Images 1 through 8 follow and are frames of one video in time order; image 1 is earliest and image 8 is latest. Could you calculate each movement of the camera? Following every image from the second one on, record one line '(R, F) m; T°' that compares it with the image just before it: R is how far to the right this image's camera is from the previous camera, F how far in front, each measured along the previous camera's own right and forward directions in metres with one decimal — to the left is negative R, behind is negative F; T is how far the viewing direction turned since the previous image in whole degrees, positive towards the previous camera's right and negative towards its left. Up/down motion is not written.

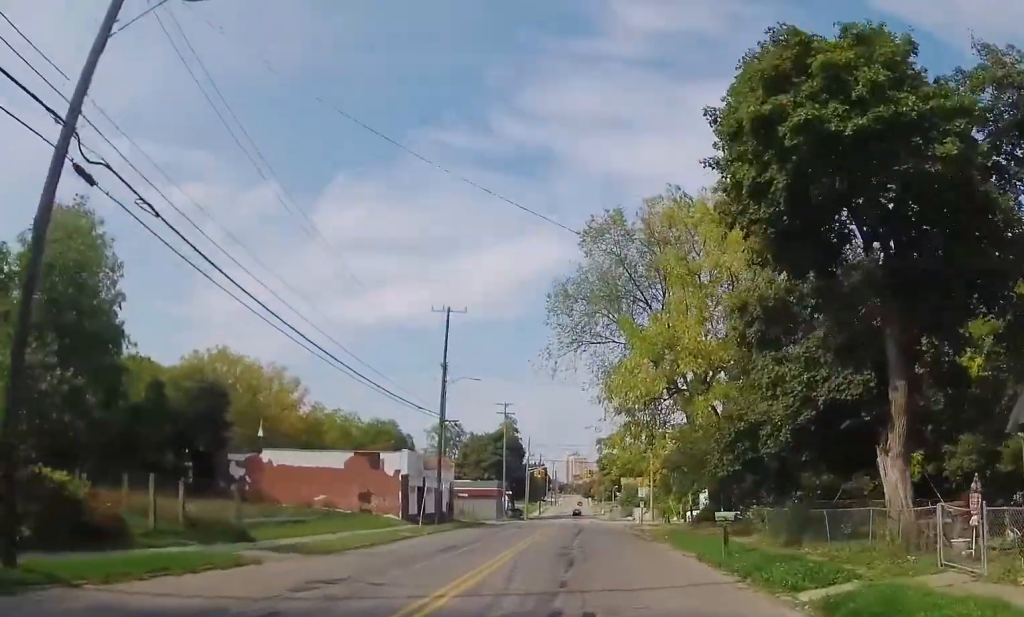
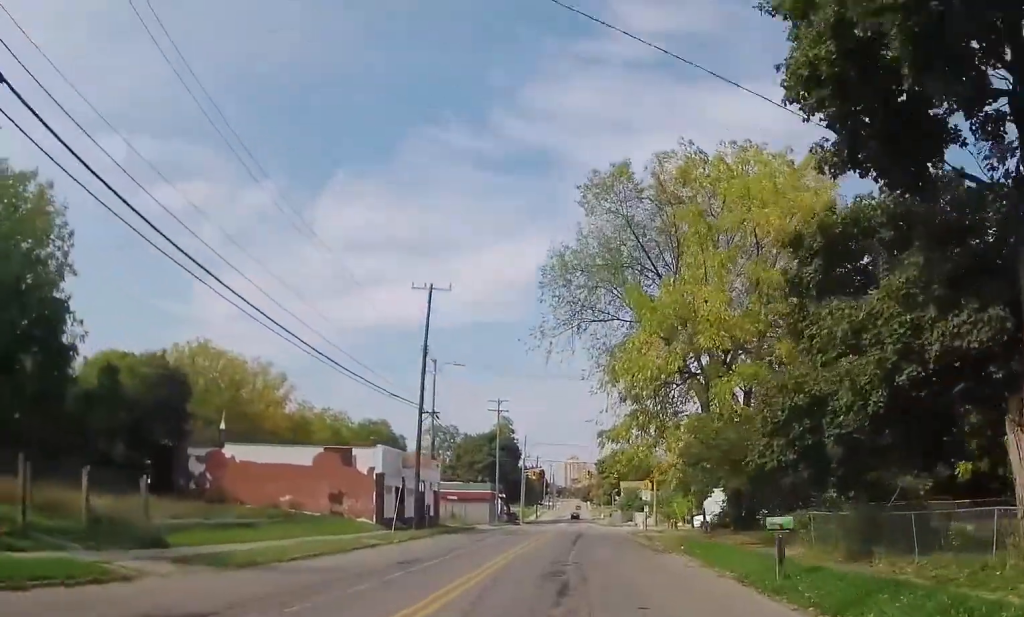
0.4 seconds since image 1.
(+0.3, +5.5) m; +1°
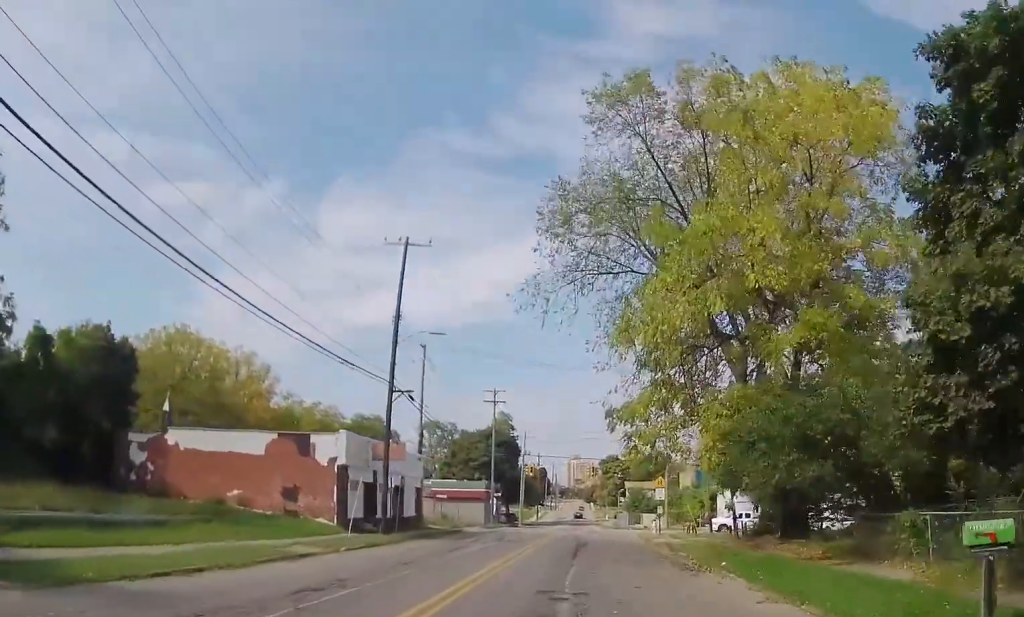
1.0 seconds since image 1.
(-0.3, +7.3) m; -1°
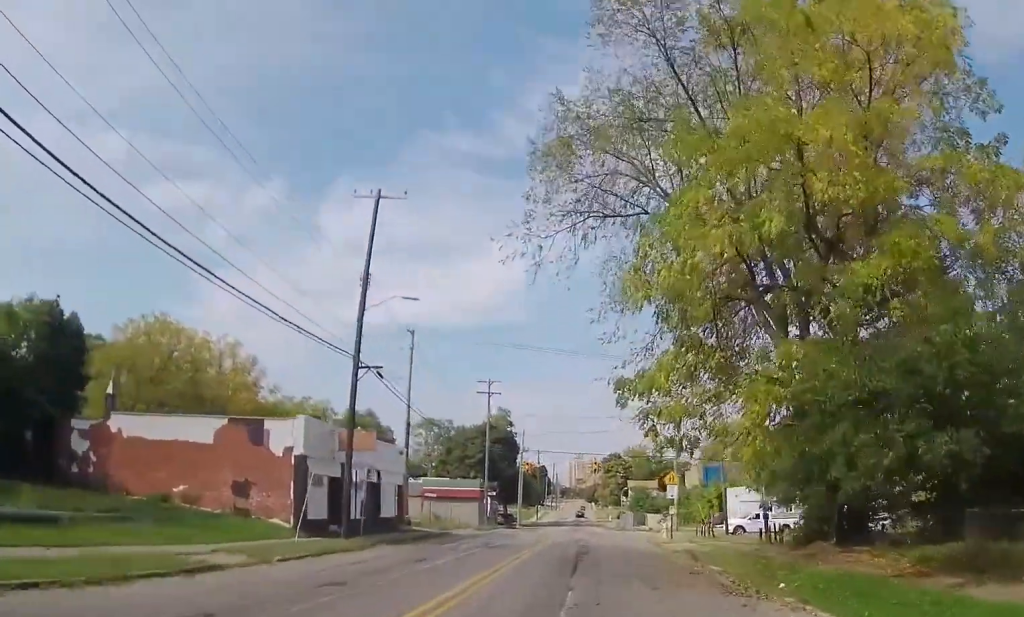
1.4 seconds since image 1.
(-0.1, +5.6) m; -1°
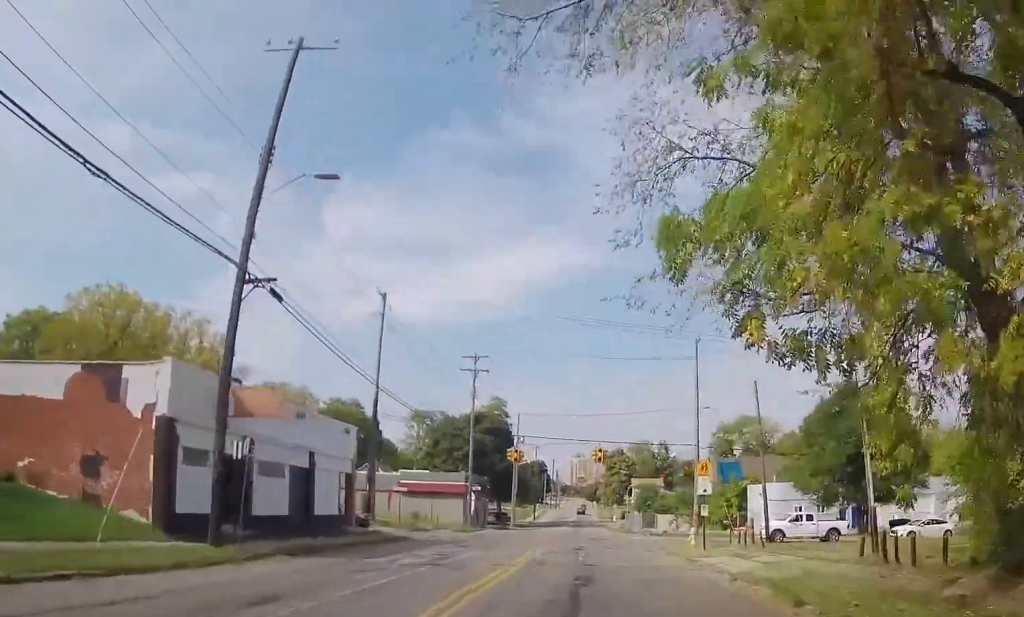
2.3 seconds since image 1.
(0.0, +10.8) m; 0°
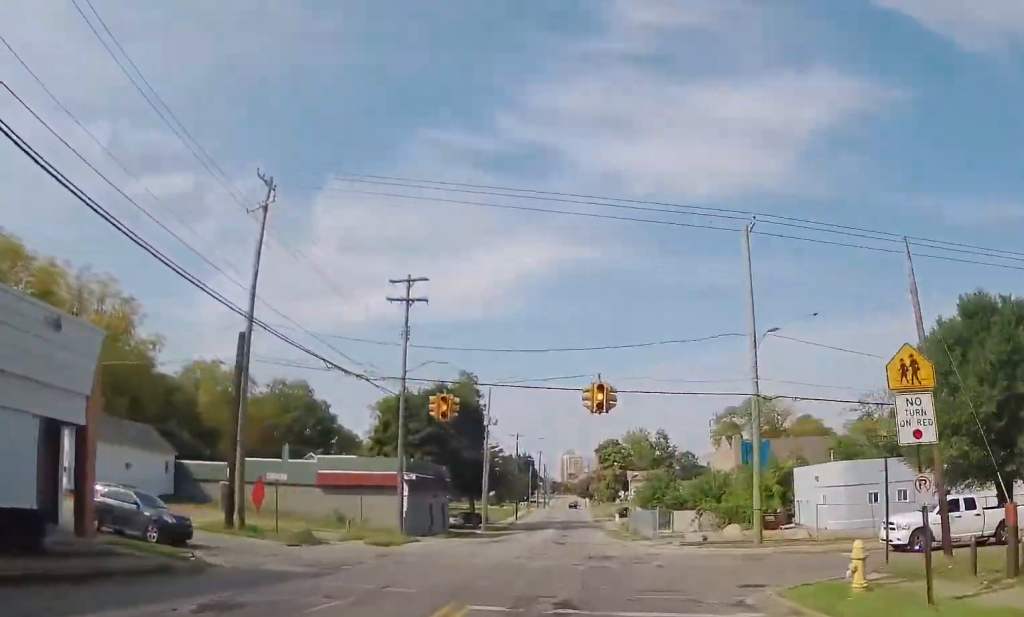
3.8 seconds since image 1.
(0.0, +20.4) m; 0°
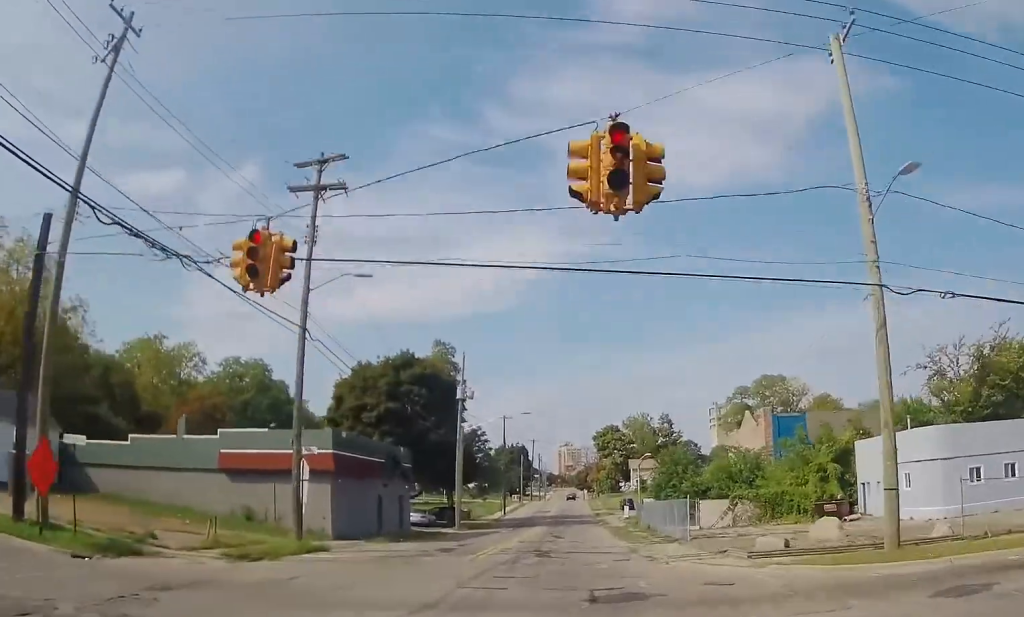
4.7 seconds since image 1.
(0.0, +13.9) m; 0°
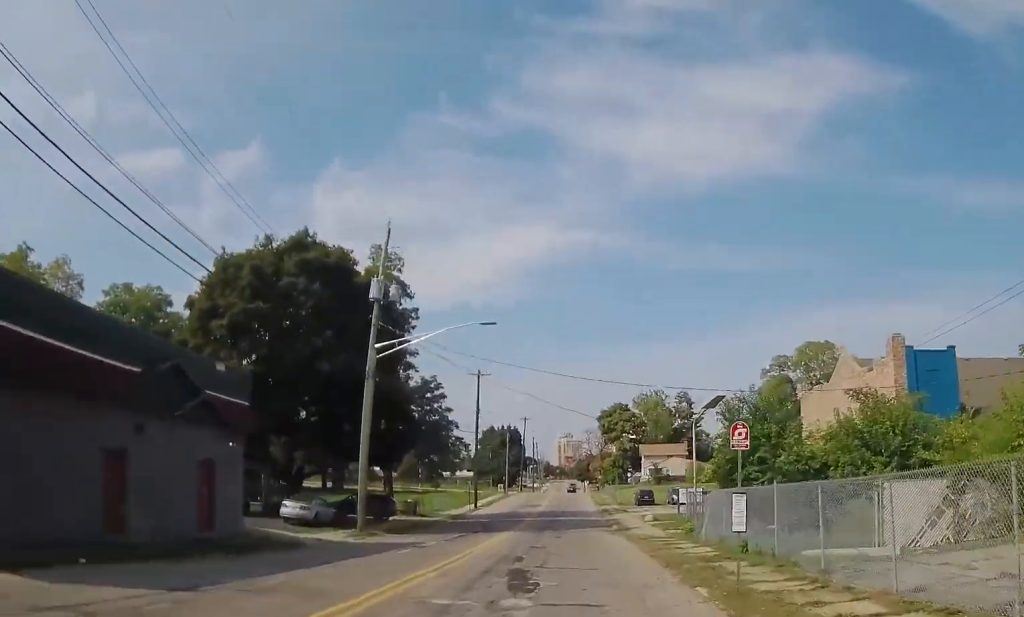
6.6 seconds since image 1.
(-0.1, +27.1) m; -2°
